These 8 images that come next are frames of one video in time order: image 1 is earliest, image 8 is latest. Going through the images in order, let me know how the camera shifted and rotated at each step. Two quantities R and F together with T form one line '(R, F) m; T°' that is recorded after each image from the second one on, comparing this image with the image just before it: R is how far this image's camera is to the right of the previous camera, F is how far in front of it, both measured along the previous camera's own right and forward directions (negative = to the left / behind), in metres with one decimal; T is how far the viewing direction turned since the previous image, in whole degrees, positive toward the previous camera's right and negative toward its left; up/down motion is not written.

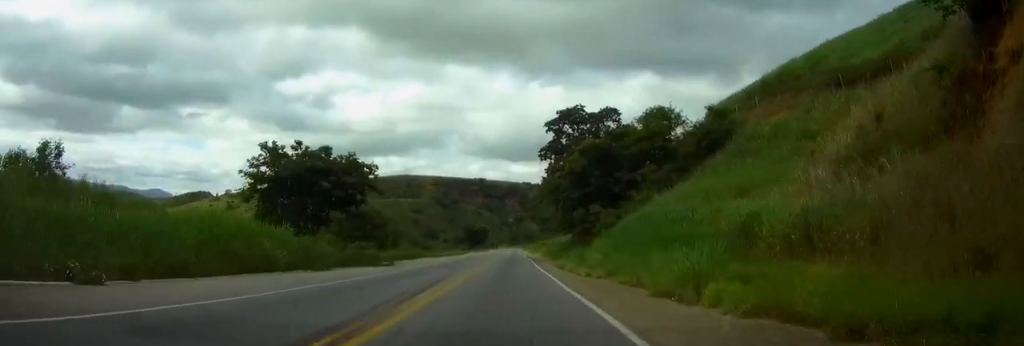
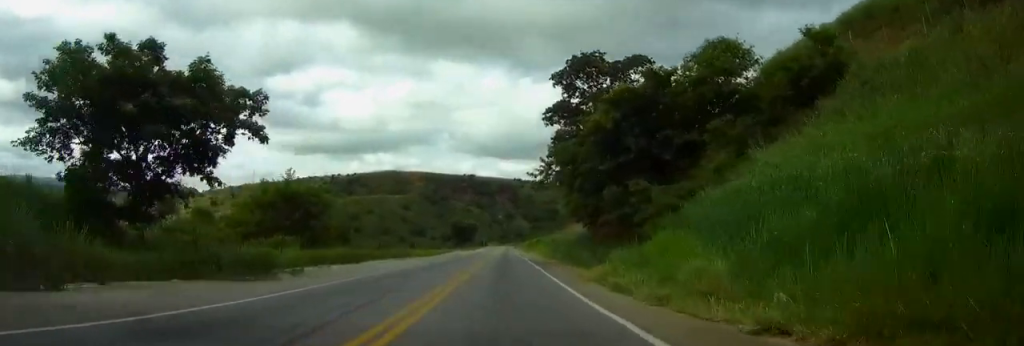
(+0.2, +21.6) m; +1°
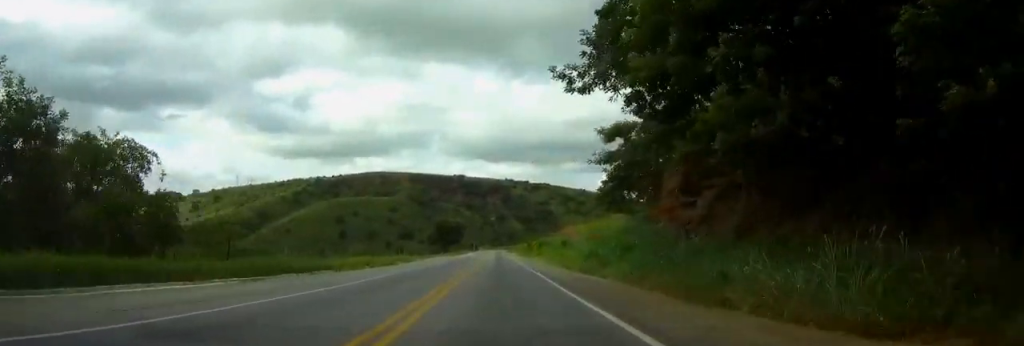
(+0.2, +31.3) m; 0°
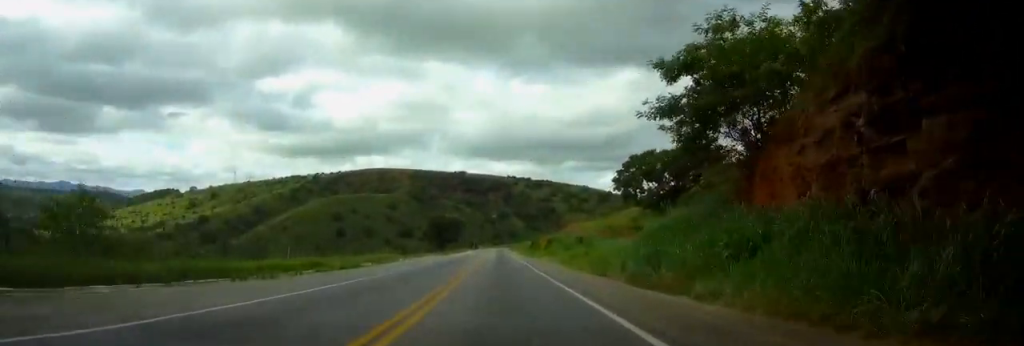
(0.0, +14.6) m; 0°
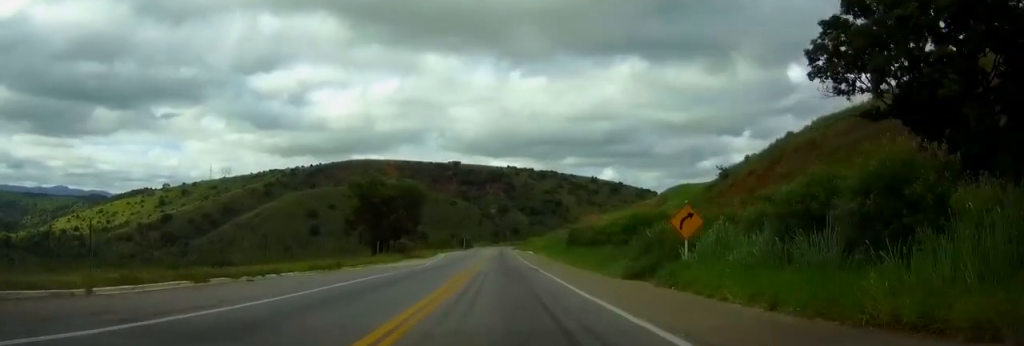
(0.0, +79.1) m; 0°
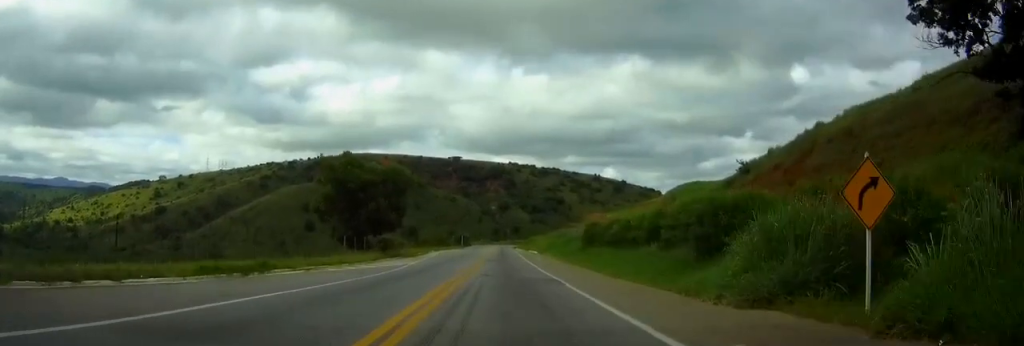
(-0.1, +13.0) m; 0°
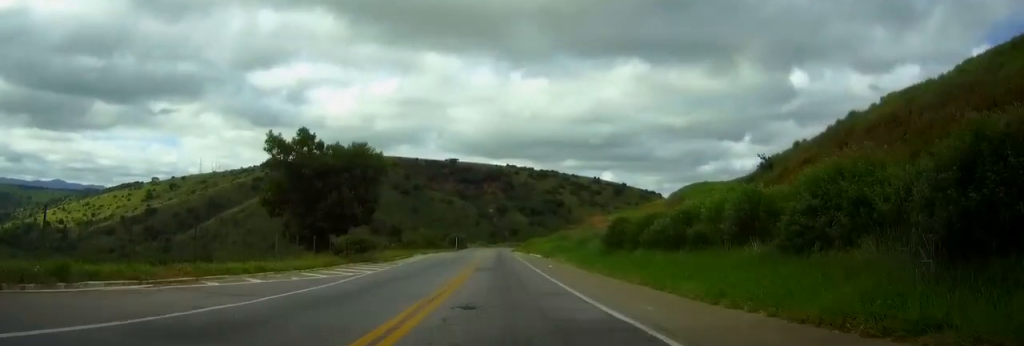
(-0.1, +14.1) m; 0°
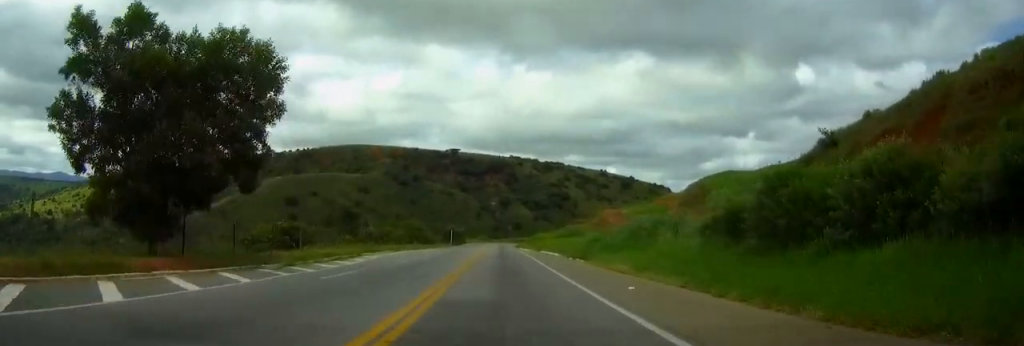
(+0.1, +25.9) m; 0°
